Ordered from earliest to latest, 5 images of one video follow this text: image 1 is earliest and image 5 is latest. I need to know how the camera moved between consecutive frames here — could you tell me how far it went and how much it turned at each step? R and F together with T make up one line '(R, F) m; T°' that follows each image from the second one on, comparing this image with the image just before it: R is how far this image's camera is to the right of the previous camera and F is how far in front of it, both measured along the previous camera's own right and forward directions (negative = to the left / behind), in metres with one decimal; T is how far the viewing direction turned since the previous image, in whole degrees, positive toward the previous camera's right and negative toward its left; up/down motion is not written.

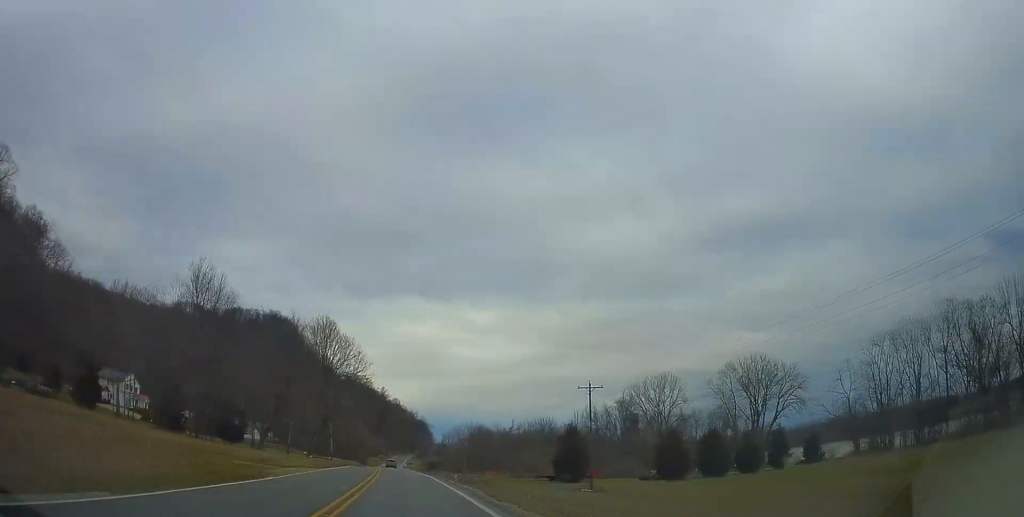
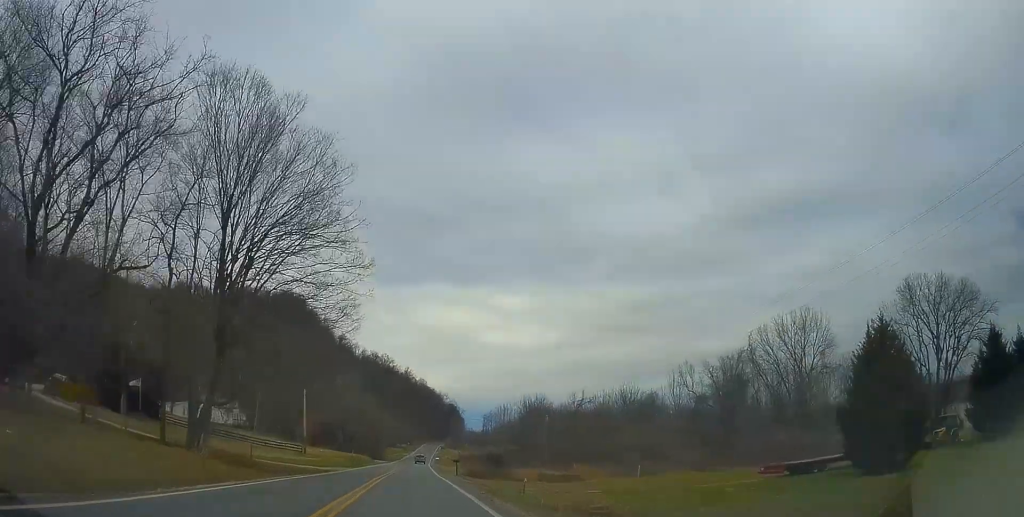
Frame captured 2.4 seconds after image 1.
(-0.3, +56.3) m; -3°
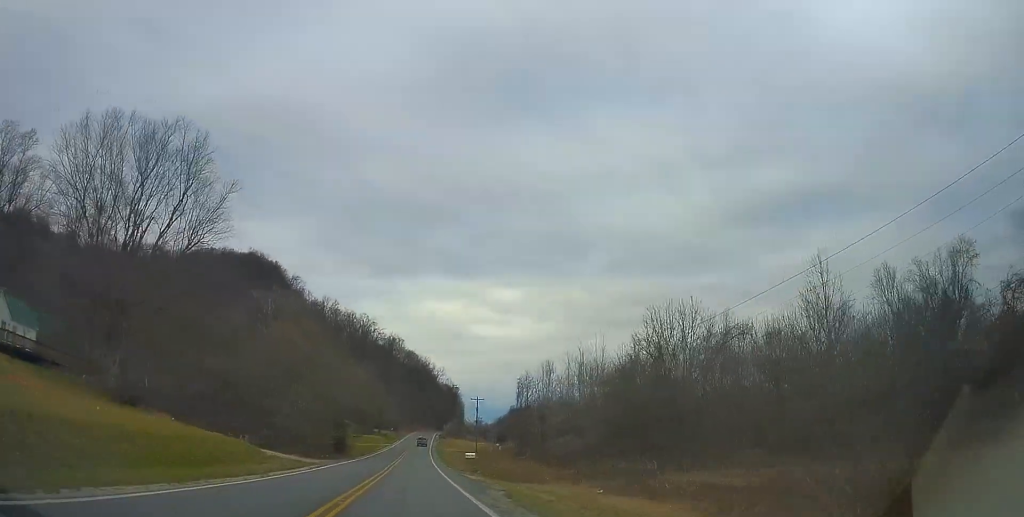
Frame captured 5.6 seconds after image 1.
(-1.0, +76.1) m; +1°
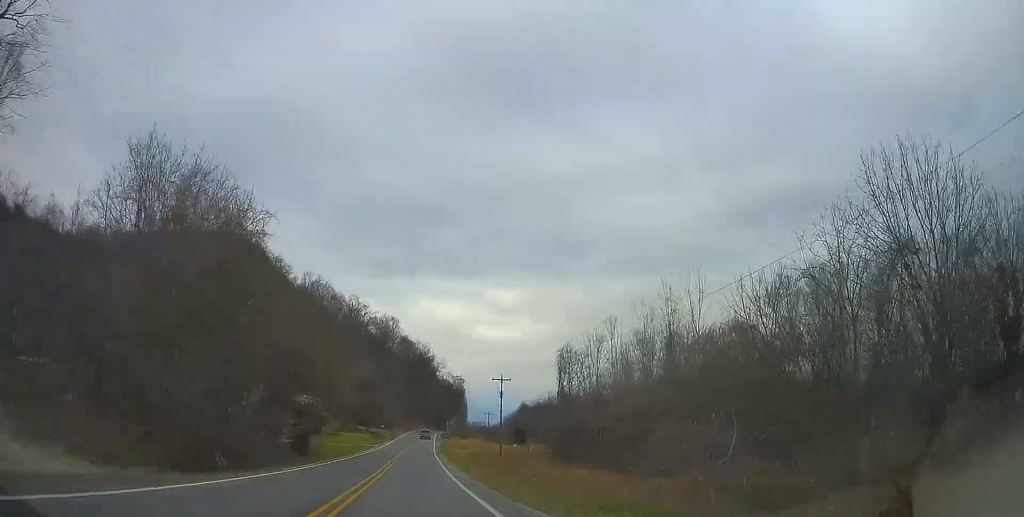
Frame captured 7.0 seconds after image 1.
(+0.8, +33.1) m; +3°
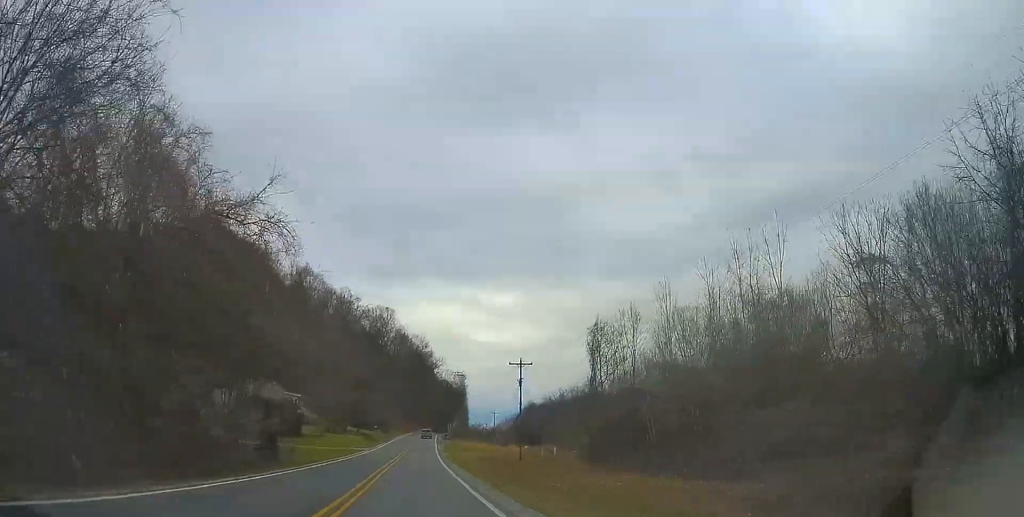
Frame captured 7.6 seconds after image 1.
(+0.3, +15.3) m; 0°
